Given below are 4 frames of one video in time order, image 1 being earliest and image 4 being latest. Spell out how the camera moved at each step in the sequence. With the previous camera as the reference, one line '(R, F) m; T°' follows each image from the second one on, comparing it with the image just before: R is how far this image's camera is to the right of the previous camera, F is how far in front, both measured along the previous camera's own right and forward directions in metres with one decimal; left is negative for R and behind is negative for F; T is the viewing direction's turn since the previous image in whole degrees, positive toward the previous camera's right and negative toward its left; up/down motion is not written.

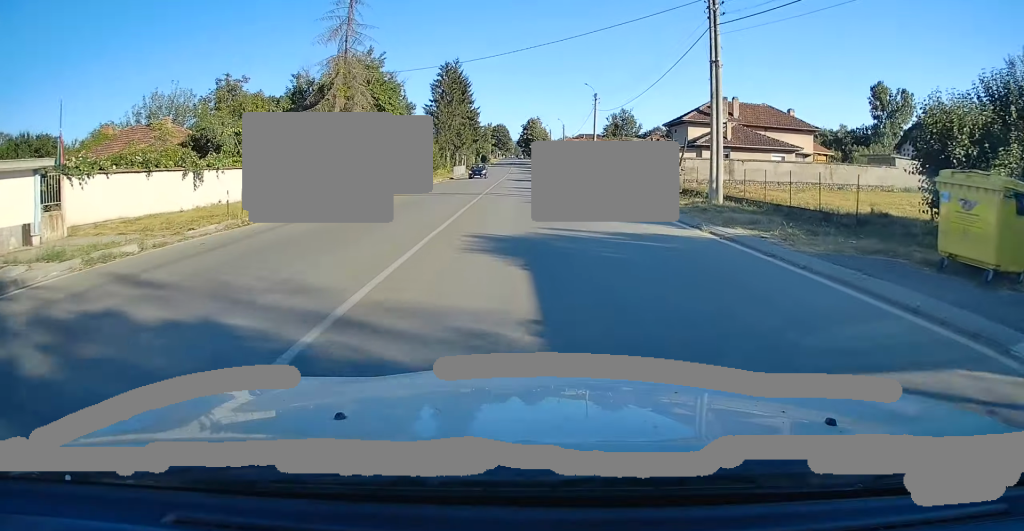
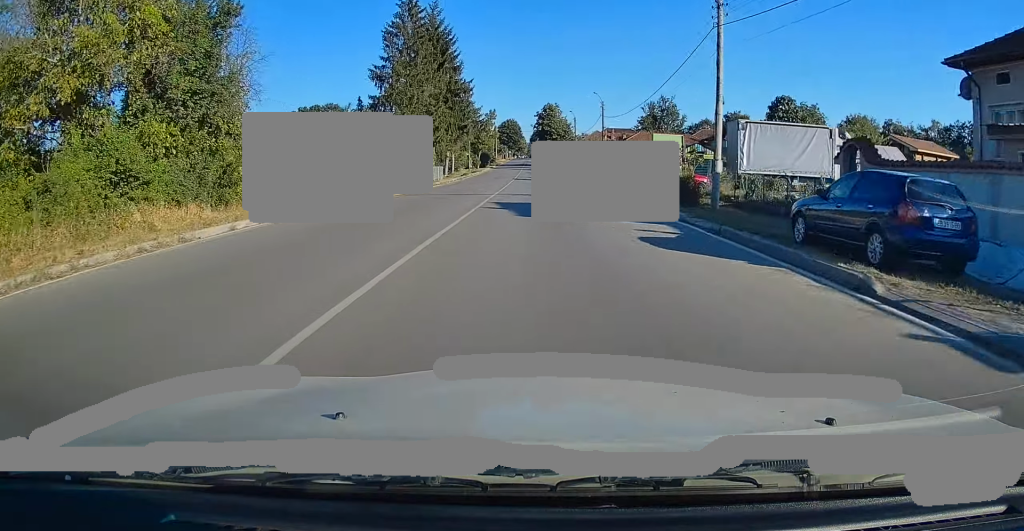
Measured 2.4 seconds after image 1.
(-0.2, +35.3) m; -1°
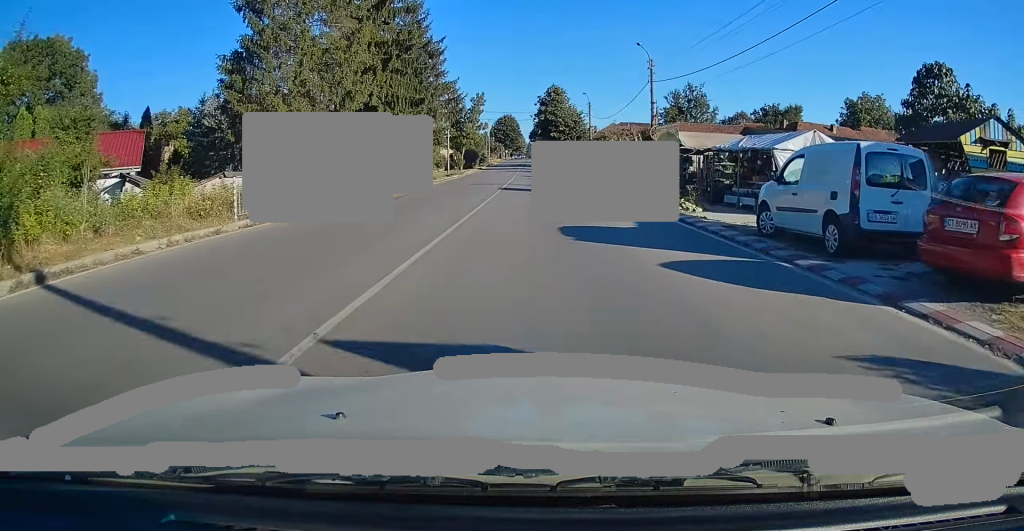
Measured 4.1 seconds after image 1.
(-0.2, +23.9) m; -1°
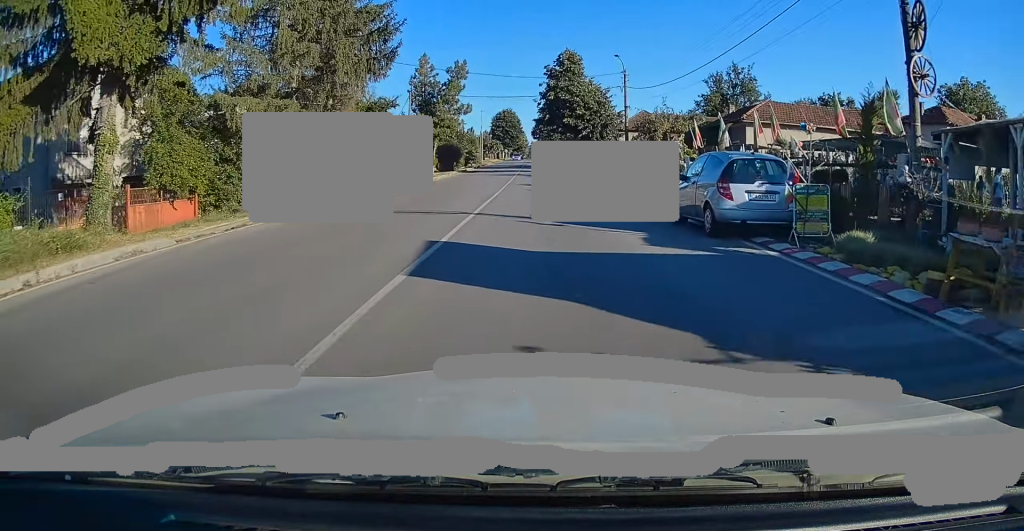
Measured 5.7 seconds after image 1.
(-0.2, +24.4) m; 0°
